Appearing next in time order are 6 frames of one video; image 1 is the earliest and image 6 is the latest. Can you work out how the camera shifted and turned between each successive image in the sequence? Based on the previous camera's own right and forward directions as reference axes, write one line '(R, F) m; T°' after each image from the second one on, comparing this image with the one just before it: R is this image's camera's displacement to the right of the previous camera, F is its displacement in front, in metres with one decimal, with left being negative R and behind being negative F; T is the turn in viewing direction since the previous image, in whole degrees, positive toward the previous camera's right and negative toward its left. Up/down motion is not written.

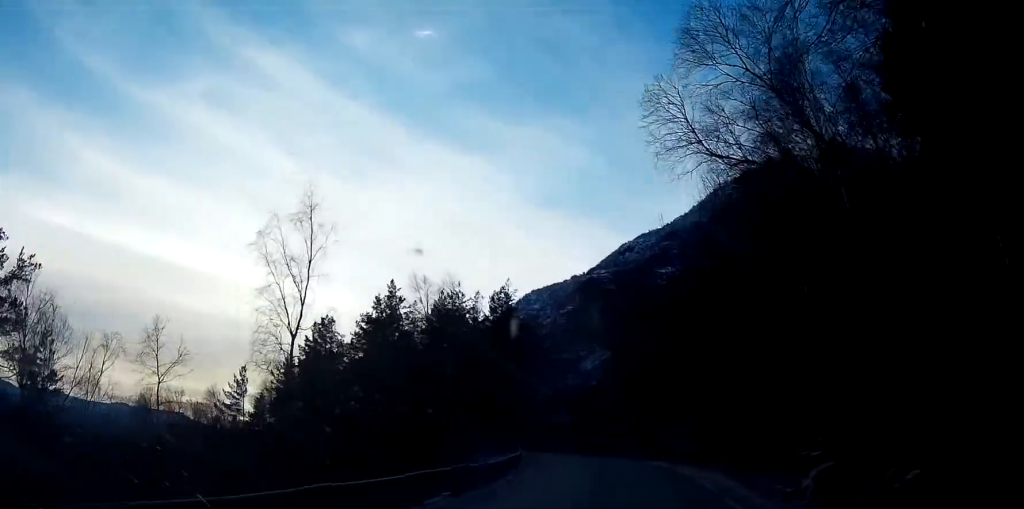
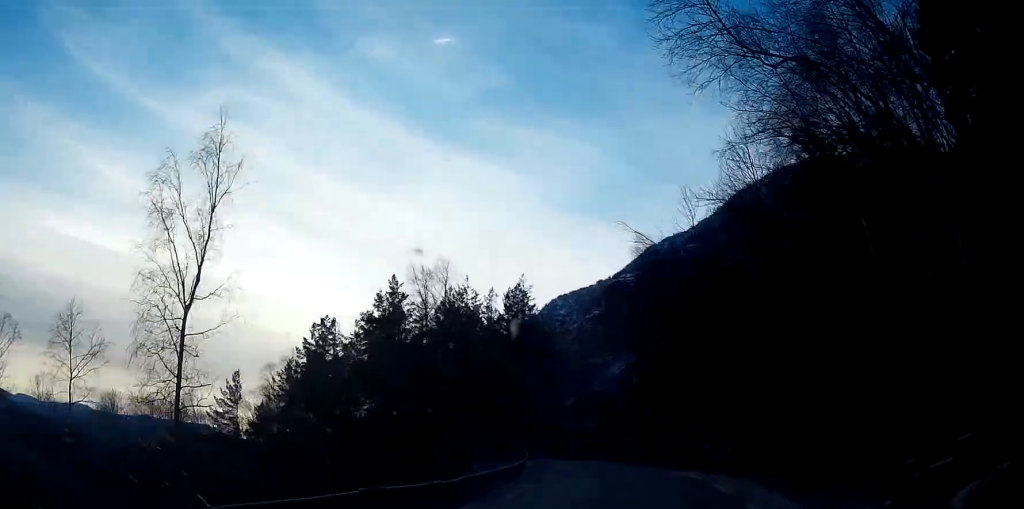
(0.0, +6.2) m; -1°
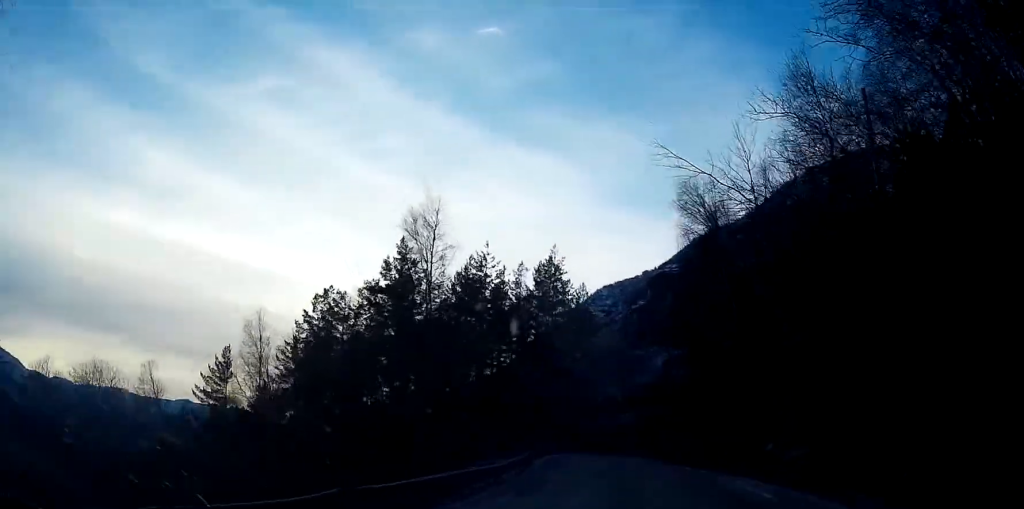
(-0.2, +8.8) m; -2°
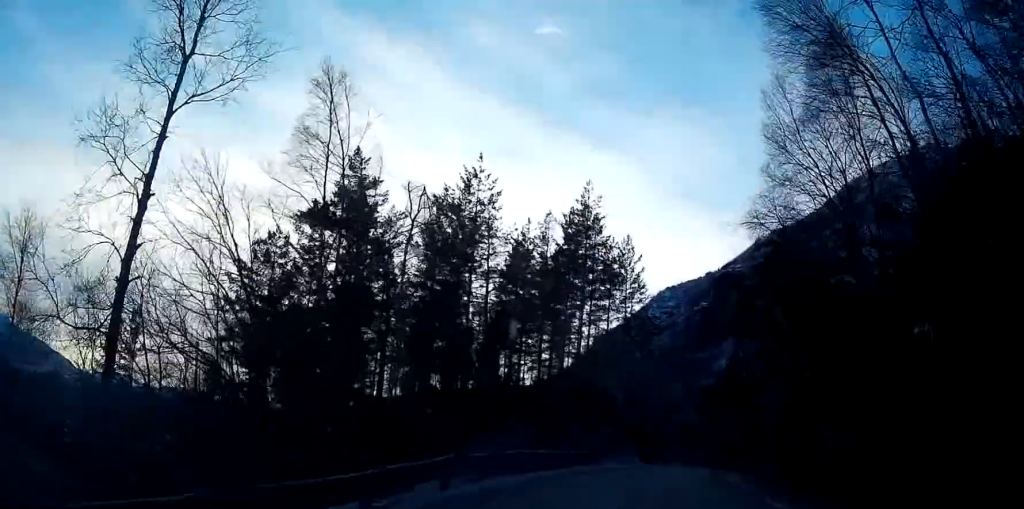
(-0.6, +20.1) m; -2°
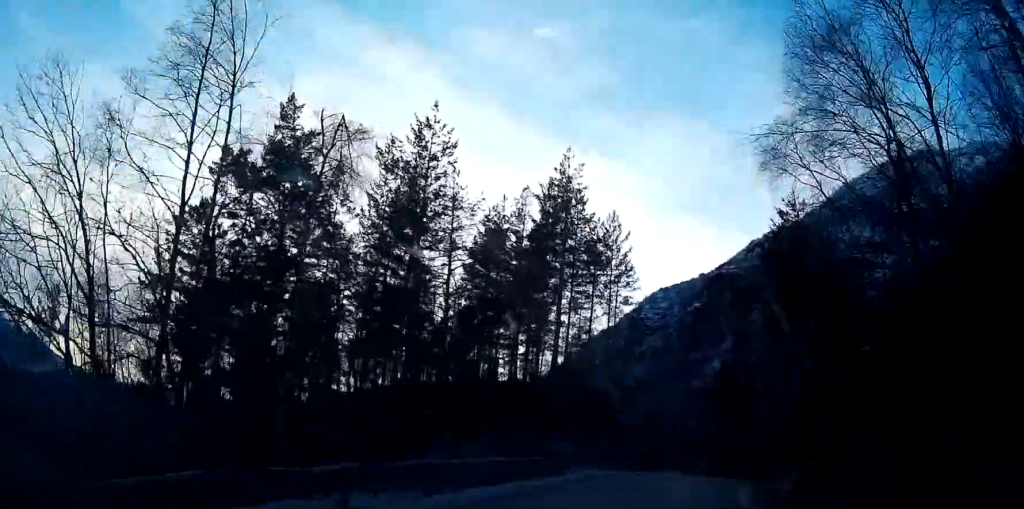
(+0.1, +7.6) m; -1°
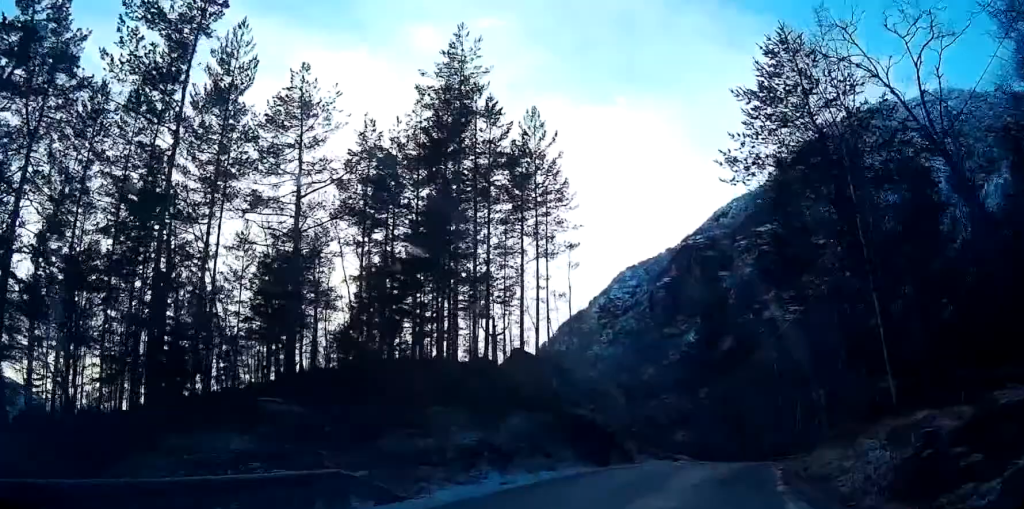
(-0.4, +15.0) m; -1°
